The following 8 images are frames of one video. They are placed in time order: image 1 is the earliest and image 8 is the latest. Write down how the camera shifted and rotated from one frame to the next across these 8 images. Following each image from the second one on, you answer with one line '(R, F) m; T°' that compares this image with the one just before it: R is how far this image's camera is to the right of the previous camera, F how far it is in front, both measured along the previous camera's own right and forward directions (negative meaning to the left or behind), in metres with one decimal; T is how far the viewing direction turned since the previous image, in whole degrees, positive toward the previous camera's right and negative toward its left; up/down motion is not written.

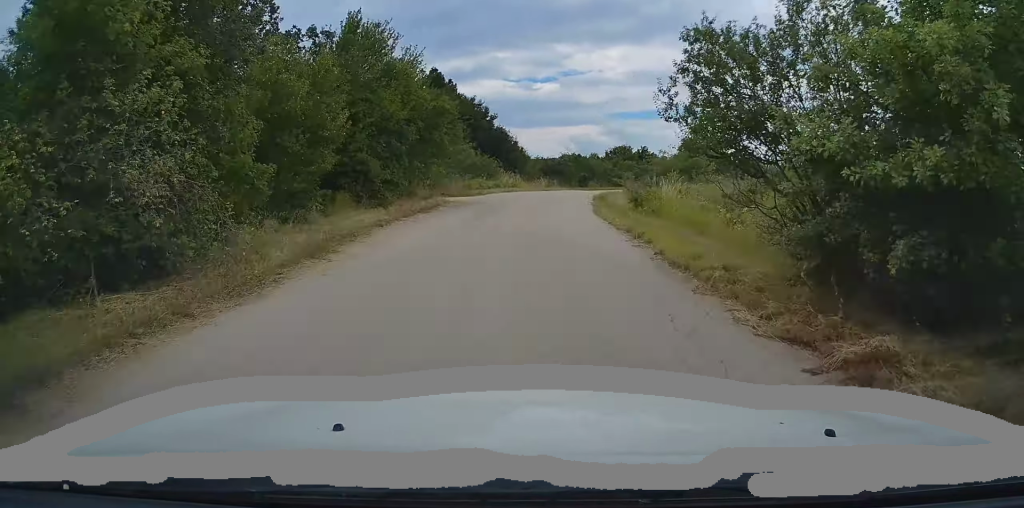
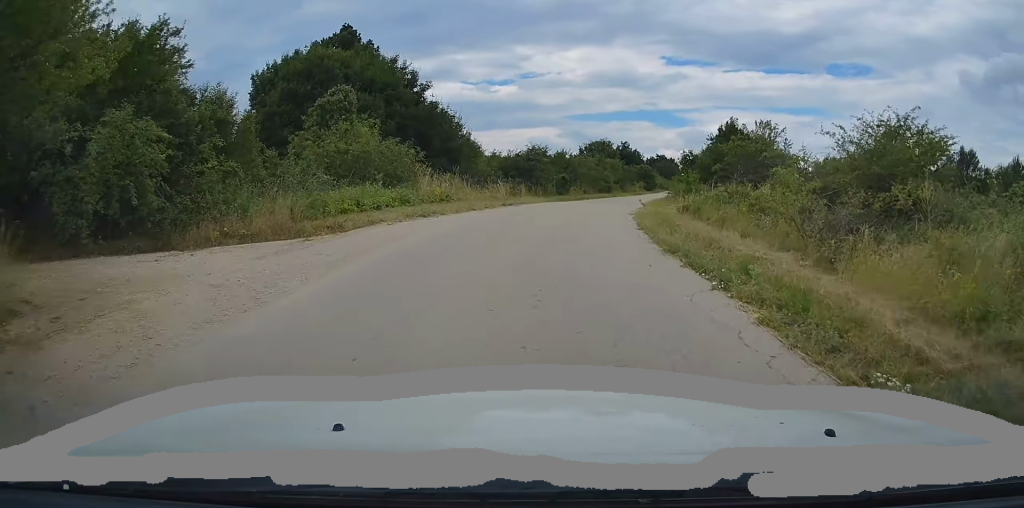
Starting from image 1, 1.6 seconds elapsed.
(+0.8, +23.1) m; +5°
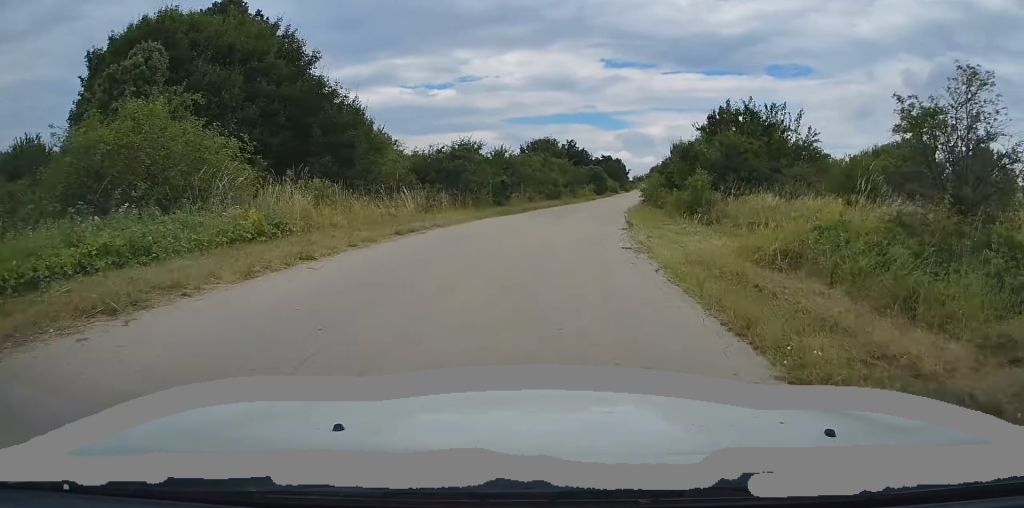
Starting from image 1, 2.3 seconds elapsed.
(+0.3, +11.4) m; +4°
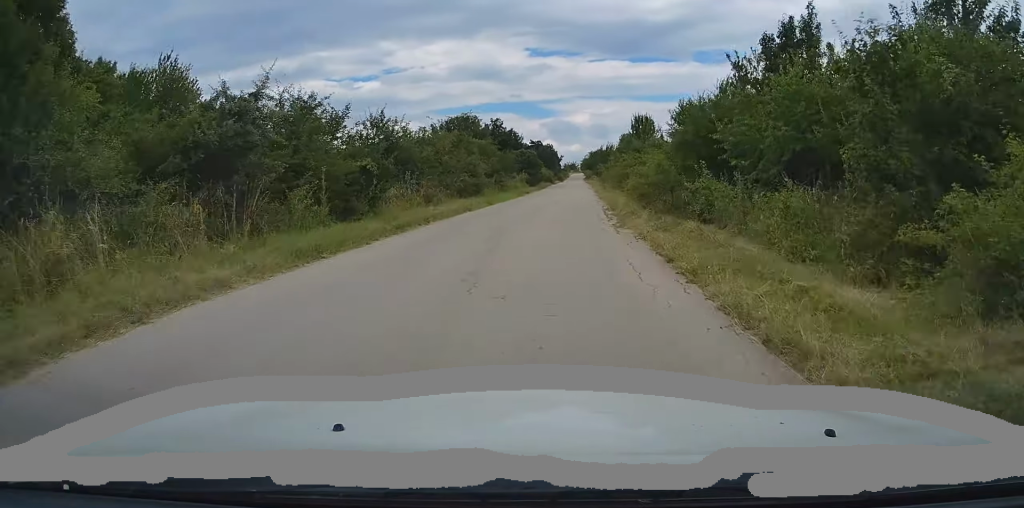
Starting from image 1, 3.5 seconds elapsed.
(+1.0, +17.3) m; +6°
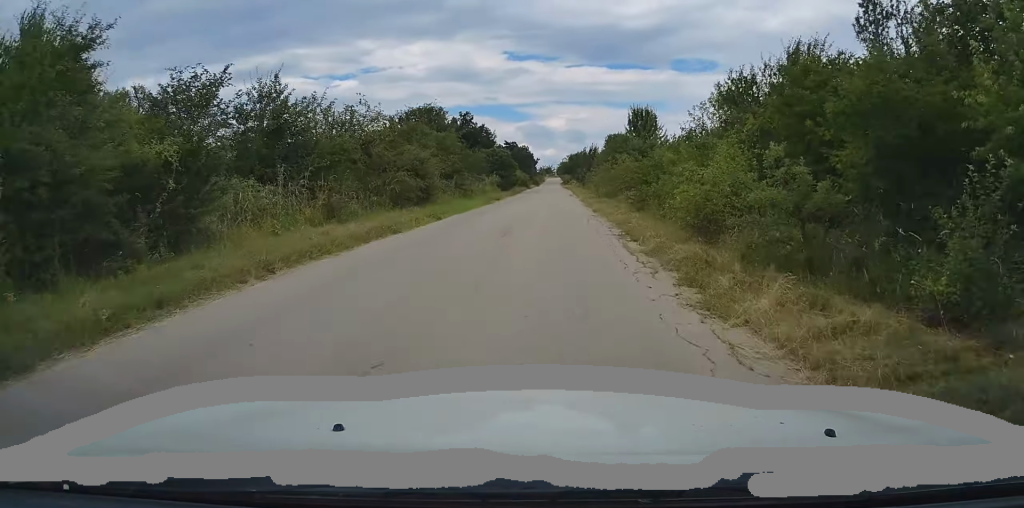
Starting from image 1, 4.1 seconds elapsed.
(+0.2, +9.4) m; +2°
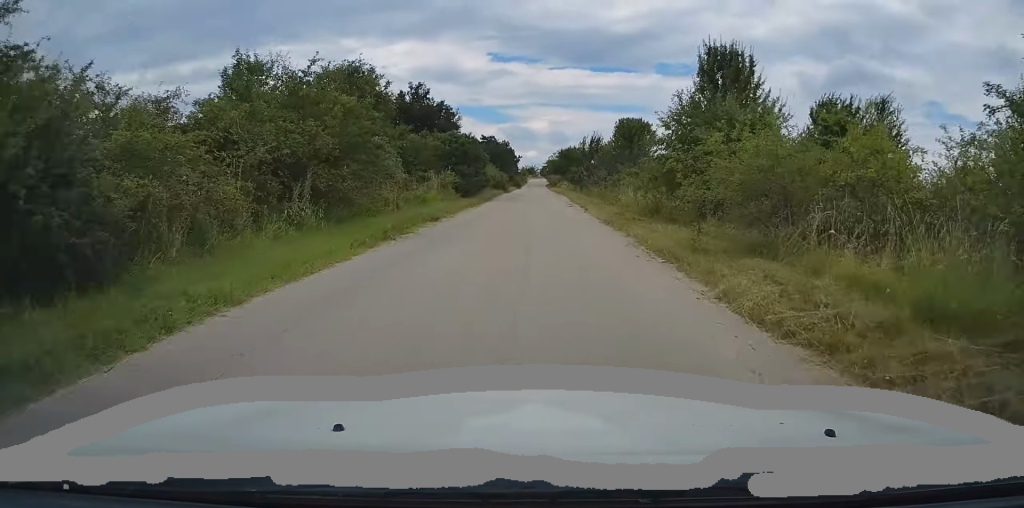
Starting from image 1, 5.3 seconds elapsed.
(+0.5, +20.0) m; +3°
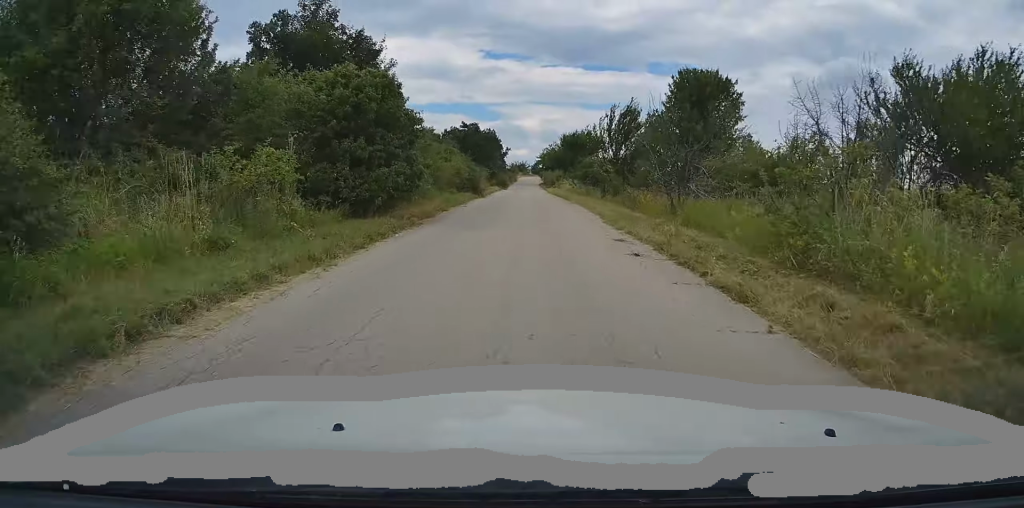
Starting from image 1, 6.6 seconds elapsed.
(+0.5, +21.6) m; +1°
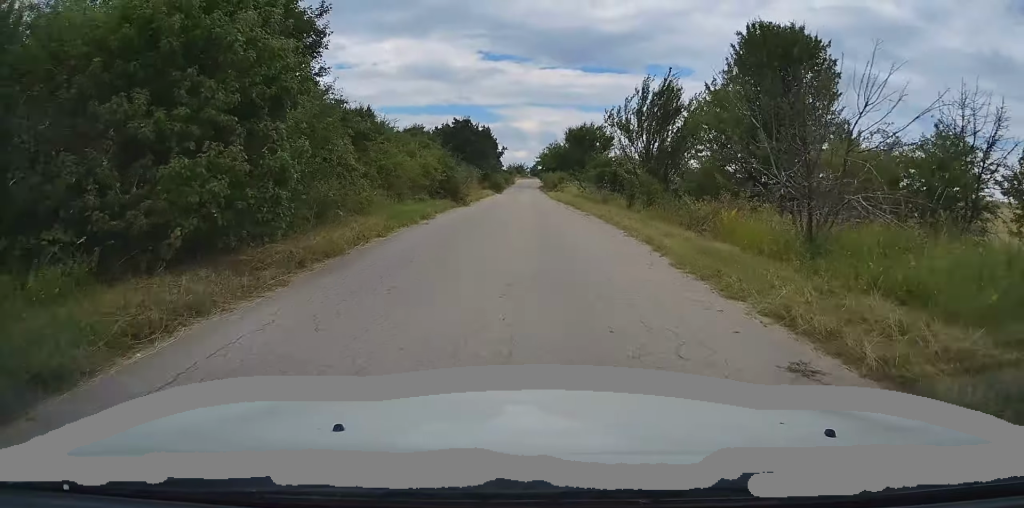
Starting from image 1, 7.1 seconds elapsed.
(0.0, +9.1) m; 0°
